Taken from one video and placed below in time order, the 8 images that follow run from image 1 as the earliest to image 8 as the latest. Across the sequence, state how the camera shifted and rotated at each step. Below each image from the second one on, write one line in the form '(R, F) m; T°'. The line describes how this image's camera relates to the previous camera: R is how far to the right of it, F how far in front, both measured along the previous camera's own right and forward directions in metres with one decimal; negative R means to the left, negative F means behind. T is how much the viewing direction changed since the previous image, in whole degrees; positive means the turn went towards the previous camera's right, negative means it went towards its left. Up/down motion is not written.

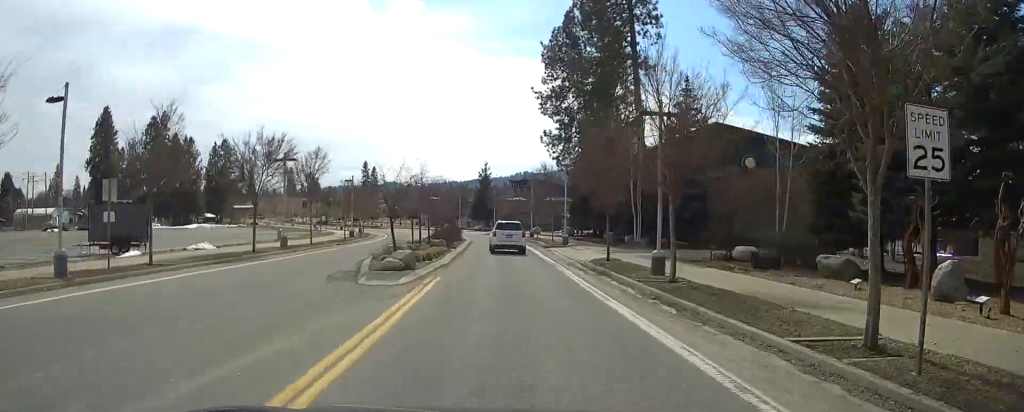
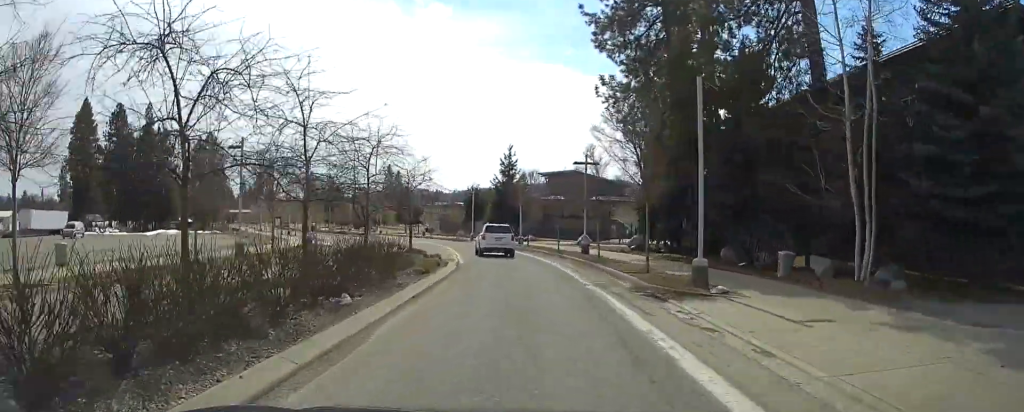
(-0.5, +30.6) m; -3°
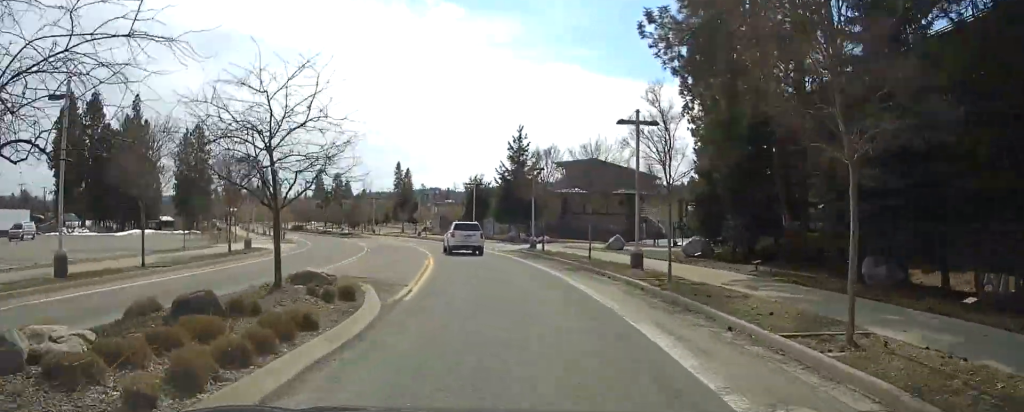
(-0.1, +14.4) m; -3°
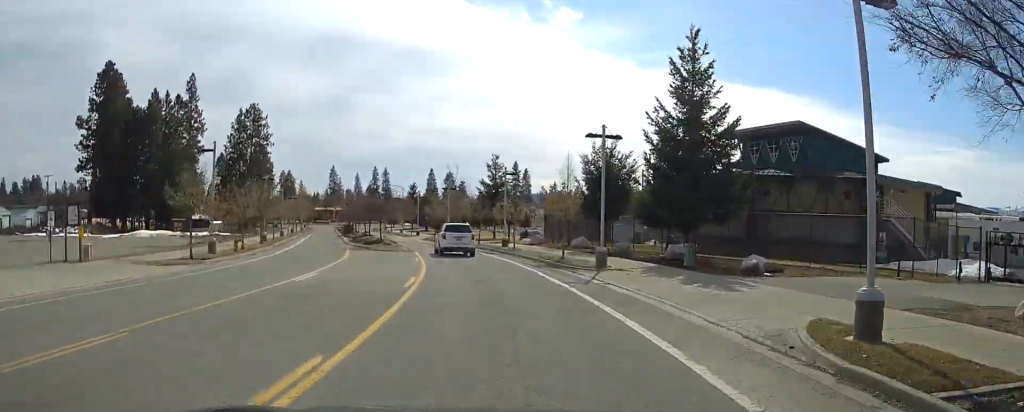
(-3.0, +32.7) m; -11°
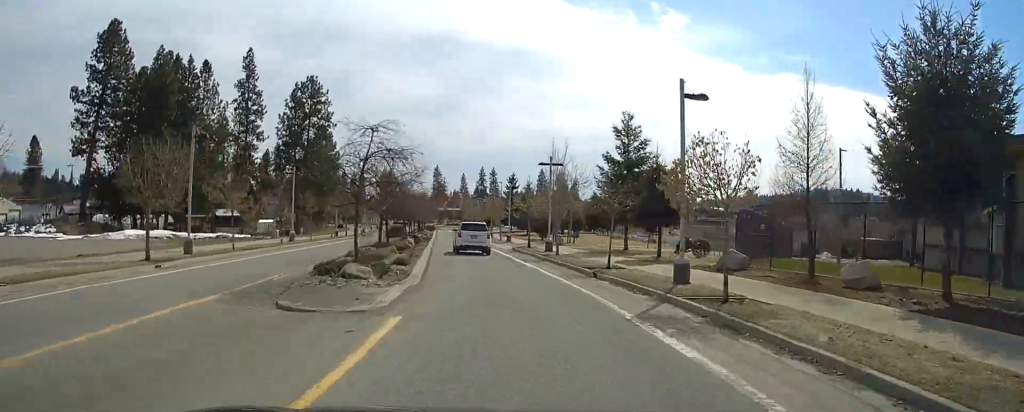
(-2.4, +27.5) m; -10°
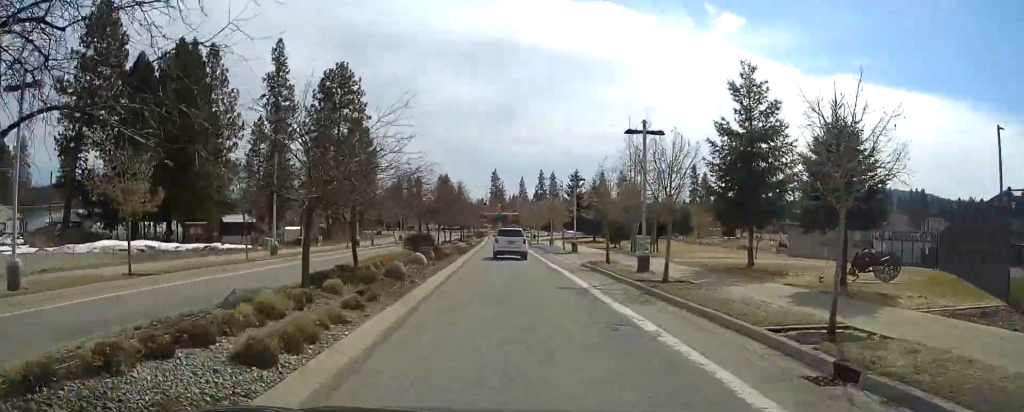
(-0.8, +14.8) m; -3°
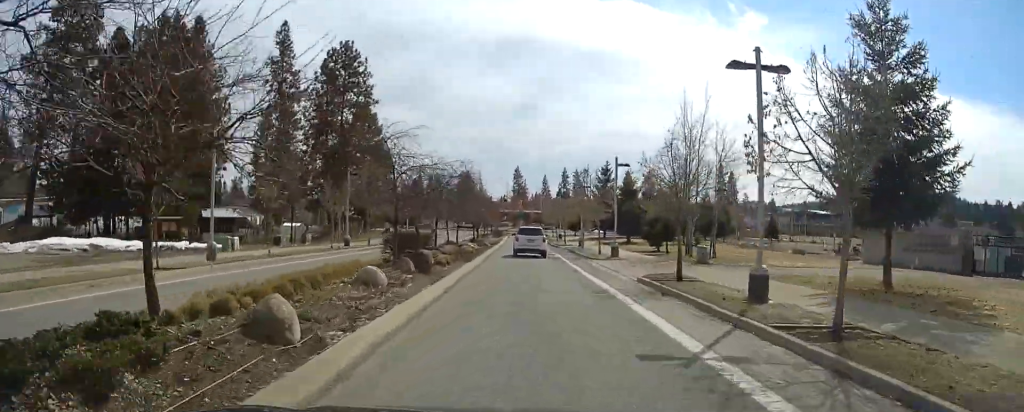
(0.0, +10.4) m; 0°
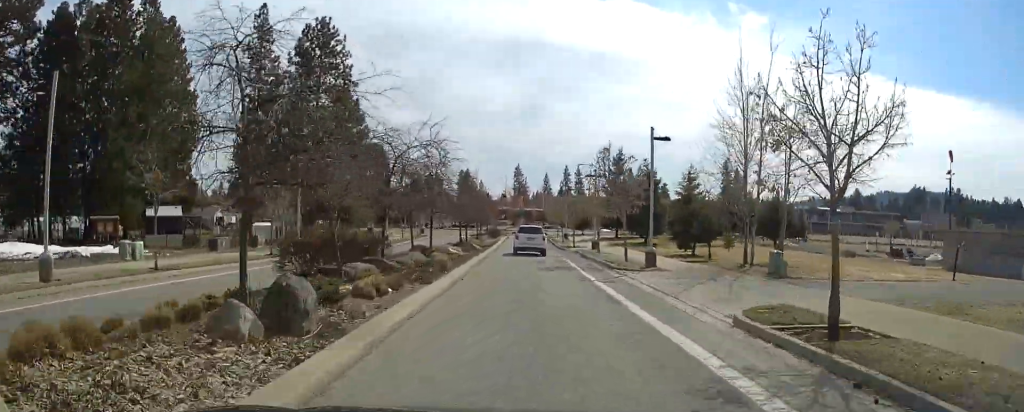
(0.0, +10.4) m; 0°
